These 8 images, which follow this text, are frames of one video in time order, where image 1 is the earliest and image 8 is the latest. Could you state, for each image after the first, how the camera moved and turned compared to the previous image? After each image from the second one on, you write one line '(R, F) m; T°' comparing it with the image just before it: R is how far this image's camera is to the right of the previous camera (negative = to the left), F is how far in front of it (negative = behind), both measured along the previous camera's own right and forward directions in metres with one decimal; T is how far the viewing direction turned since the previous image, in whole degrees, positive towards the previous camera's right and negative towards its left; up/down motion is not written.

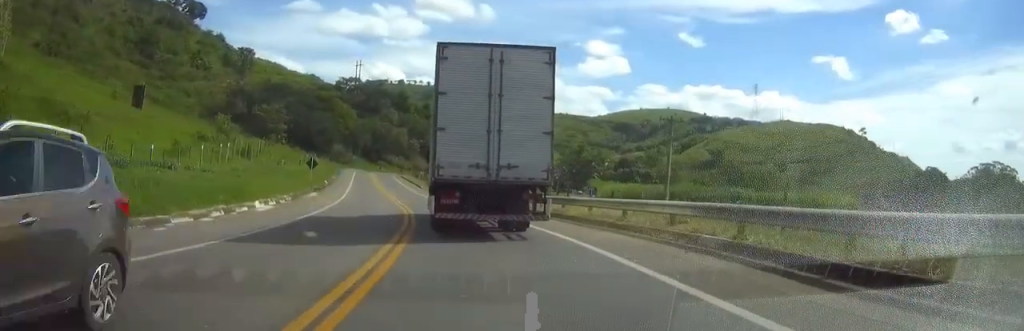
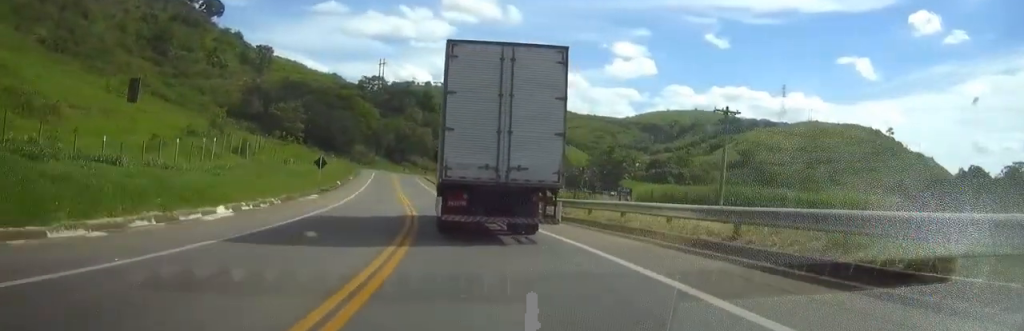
(0.0, +7.4) m; -2°
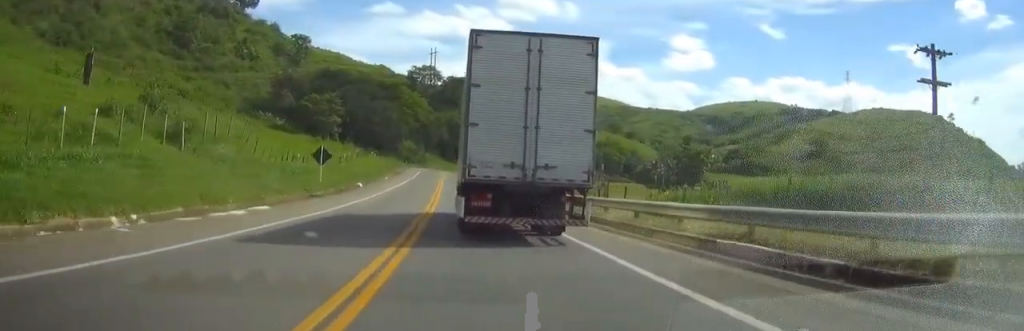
(-1.1, +20.2) m; -8°
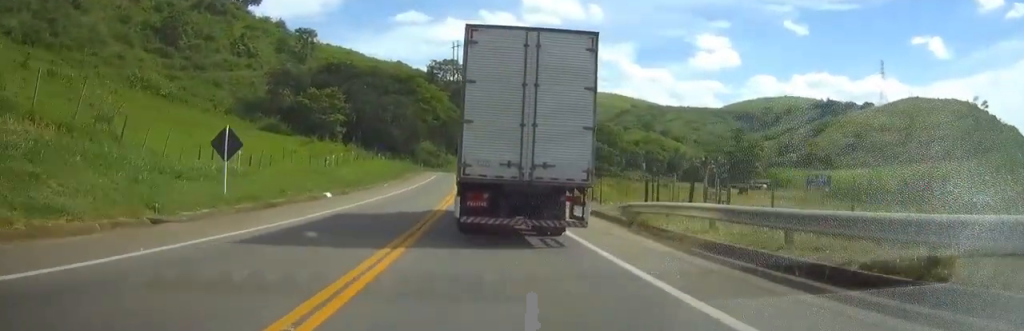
(-1.7, +21.4) m; -5°
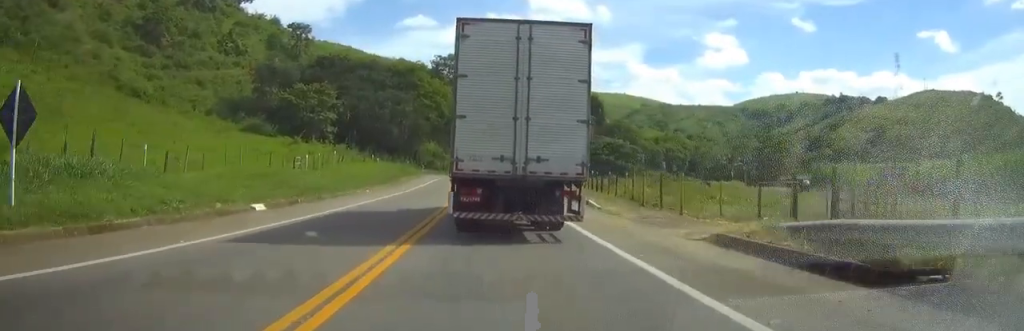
(-0.1, +13.4) m; -1°
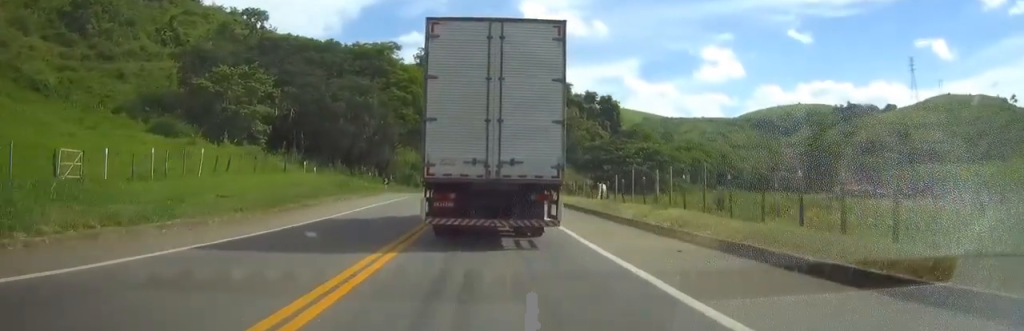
(-0.1, +30.1) m; 0°
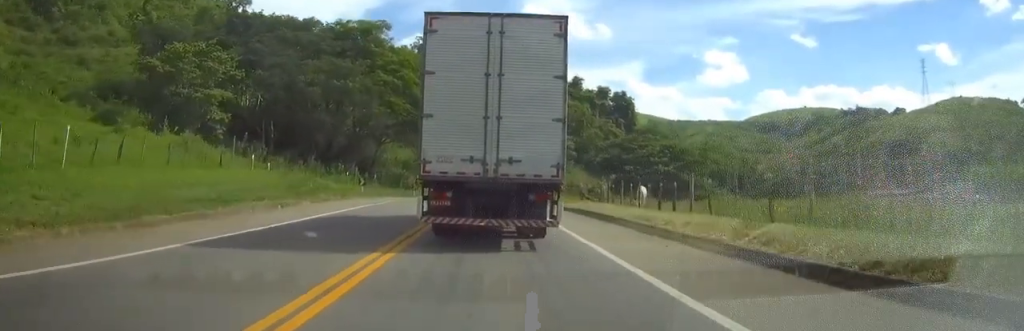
(-0.1, +12.8) m; +1°
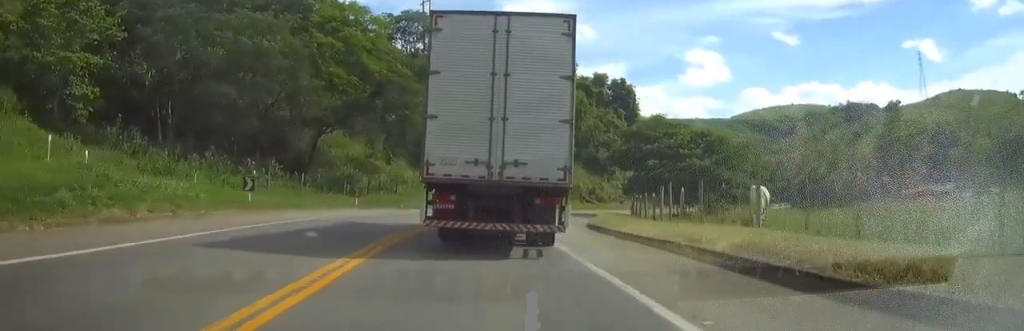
(+0.3, +19.9) m; +3°
